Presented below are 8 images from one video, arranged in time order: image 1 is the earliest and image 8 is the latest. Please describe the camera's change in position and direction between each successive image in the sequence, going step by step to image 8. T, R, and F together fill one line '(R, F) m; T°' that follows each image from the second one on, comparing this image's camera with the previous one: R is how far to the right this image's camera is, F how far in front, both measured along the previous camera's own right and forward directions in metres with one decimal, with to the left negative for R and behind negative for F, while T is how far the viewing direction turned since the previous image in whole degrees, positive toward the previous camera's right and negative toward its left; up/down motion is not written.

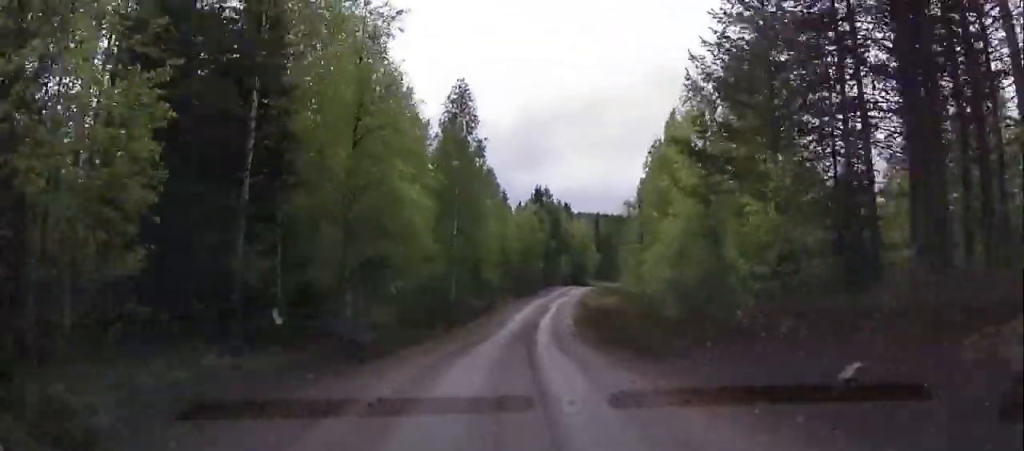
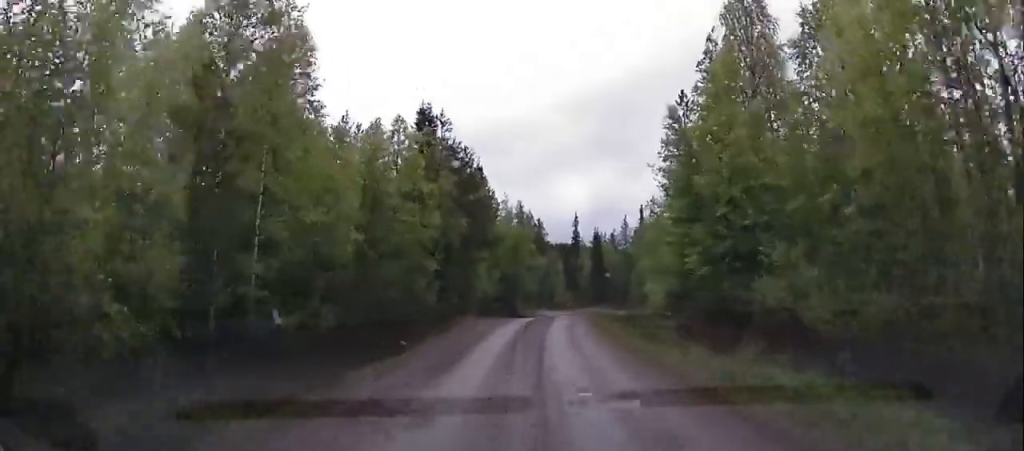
(+3.0, +47.2) m; +10°
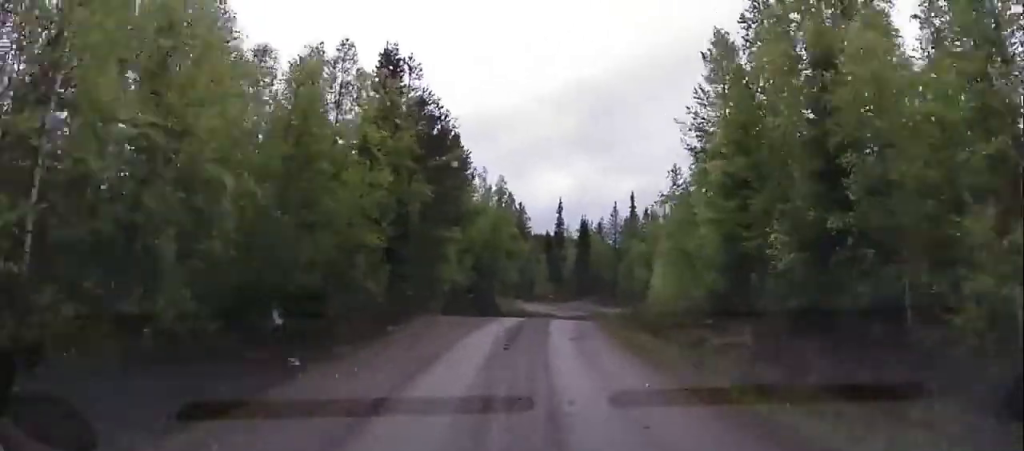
(+0.4, +8.0) m; +3°
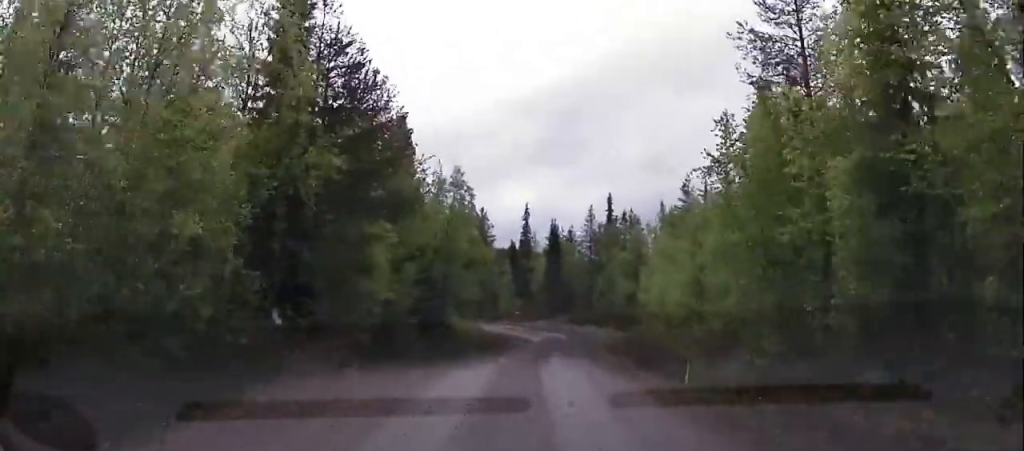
(+0.5, +9.9) m; +2°
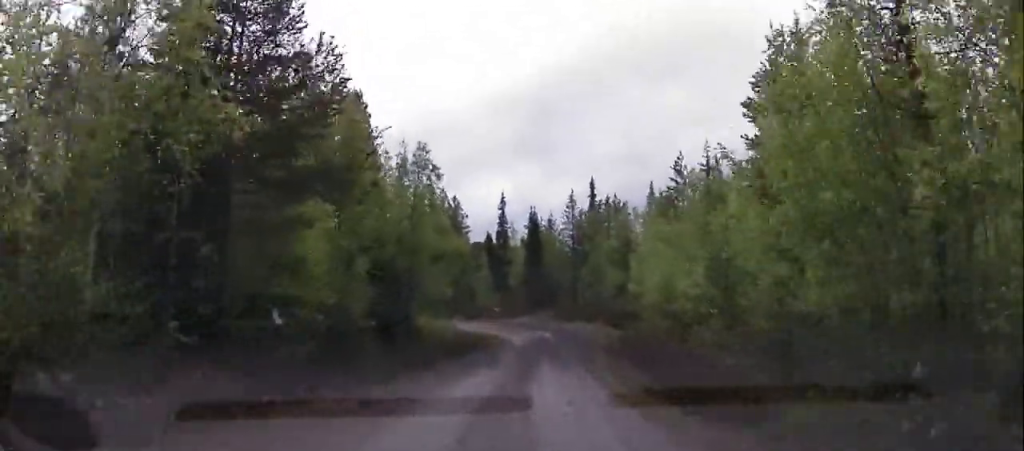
(-0.1, +5.3) m; 0°
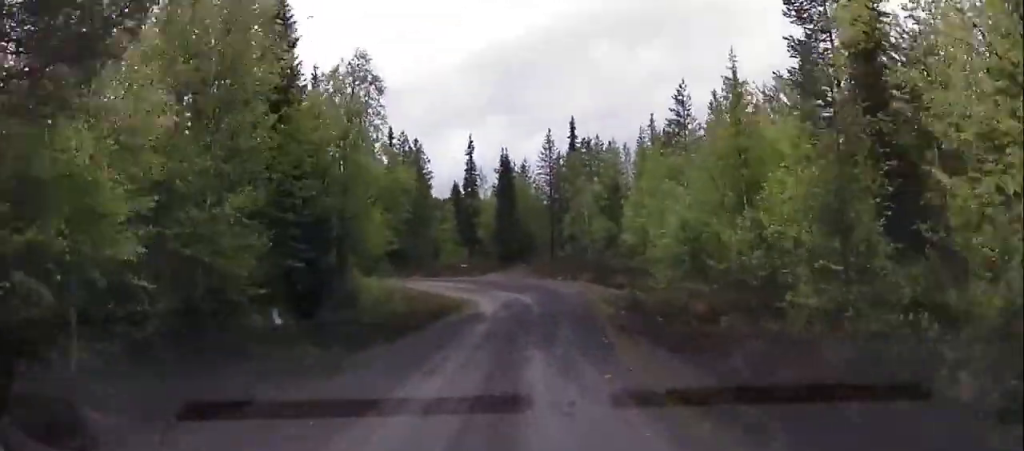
(0.0, +8.6) m; +2°
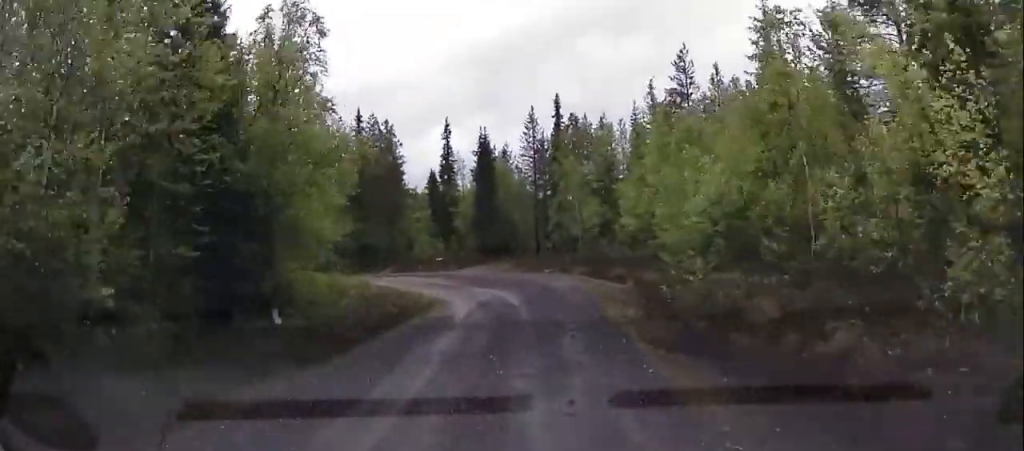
(0.0, +5.6) m; +2°
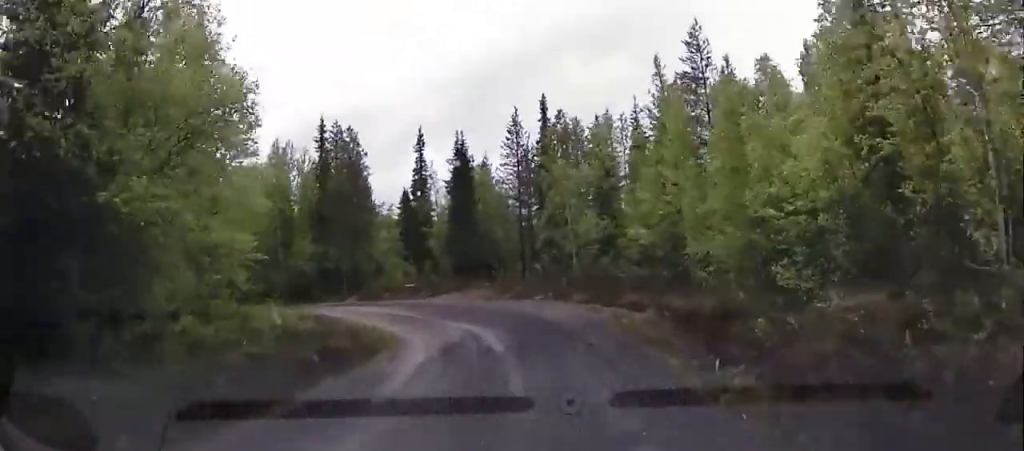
(+0.2, +6.7) m; -3°
